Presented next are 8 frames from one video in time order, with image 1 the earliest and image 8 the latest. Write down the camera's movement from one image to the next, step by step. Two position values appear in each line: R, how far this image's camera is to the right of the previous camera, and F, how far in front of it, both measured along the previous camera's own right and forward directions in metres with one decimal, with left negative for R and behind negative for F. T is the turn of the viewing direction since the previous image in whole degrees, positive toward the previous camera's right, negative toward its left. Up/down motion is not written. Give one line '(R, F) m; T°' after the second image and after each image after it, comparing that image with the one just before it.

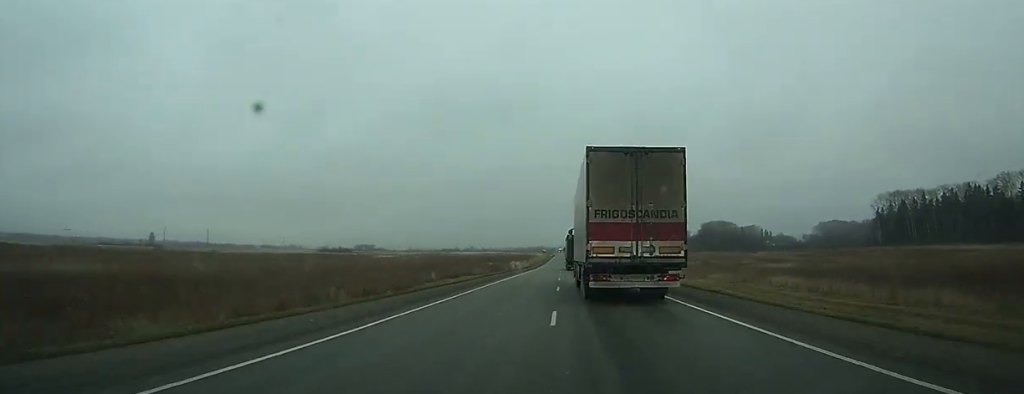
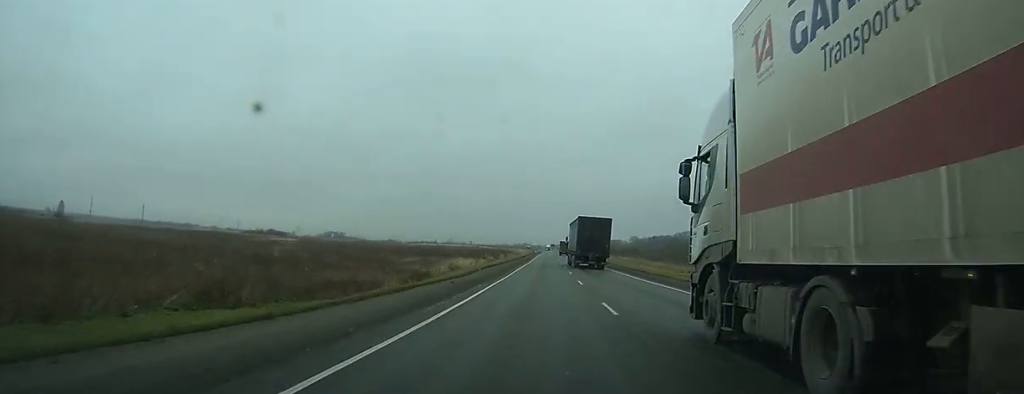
(-0.6, +89.7) m; 0°
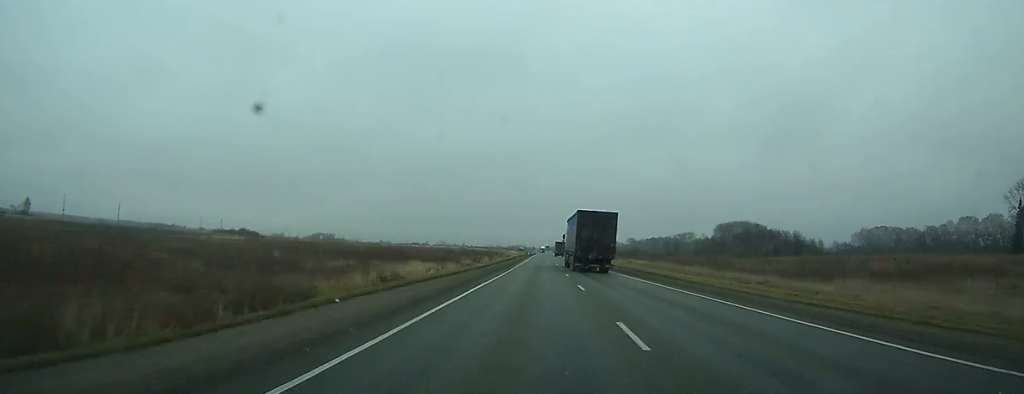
(0.0, +28.1) m; 0°
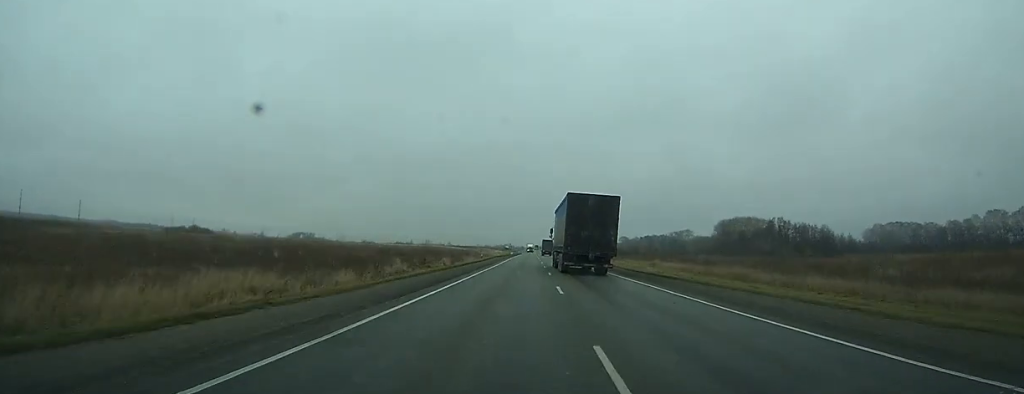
(+0.2, +39.1) m; +1°
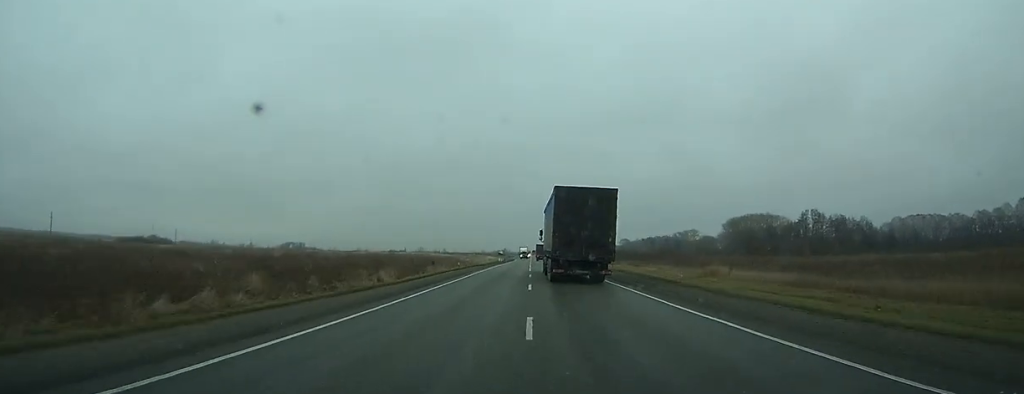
(+0.2, +34.0) m; +1°
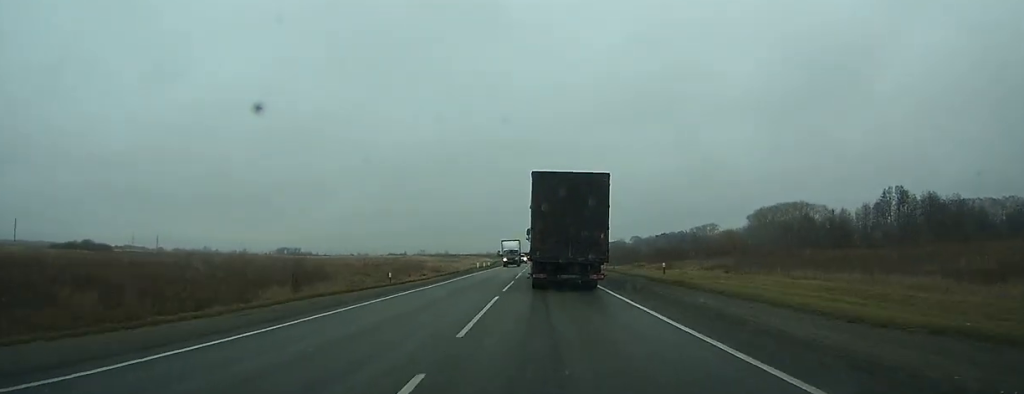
(+0.5, +50.1) m; +1°
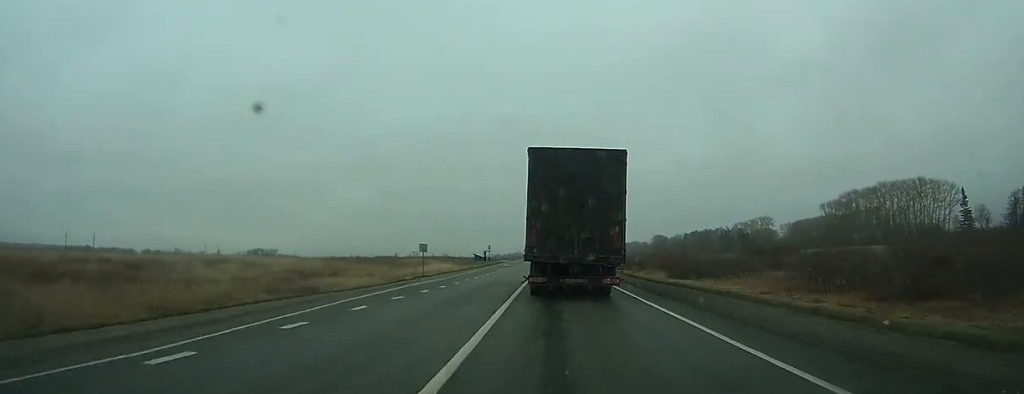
(-0.9, +115.2) m; -1°
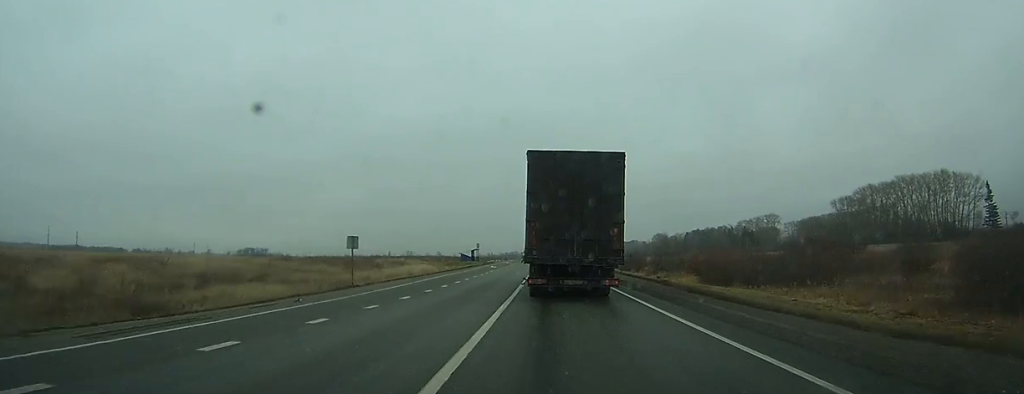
(0.0, +19.5) m; 0°
